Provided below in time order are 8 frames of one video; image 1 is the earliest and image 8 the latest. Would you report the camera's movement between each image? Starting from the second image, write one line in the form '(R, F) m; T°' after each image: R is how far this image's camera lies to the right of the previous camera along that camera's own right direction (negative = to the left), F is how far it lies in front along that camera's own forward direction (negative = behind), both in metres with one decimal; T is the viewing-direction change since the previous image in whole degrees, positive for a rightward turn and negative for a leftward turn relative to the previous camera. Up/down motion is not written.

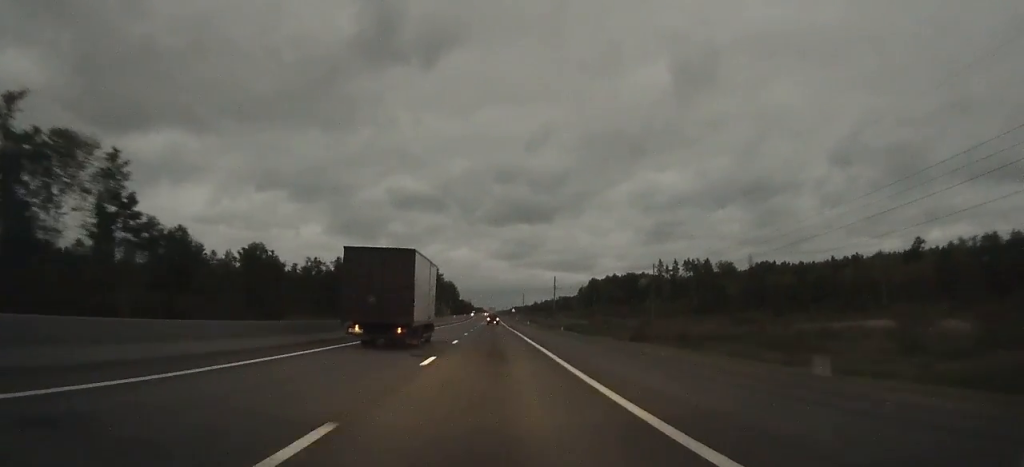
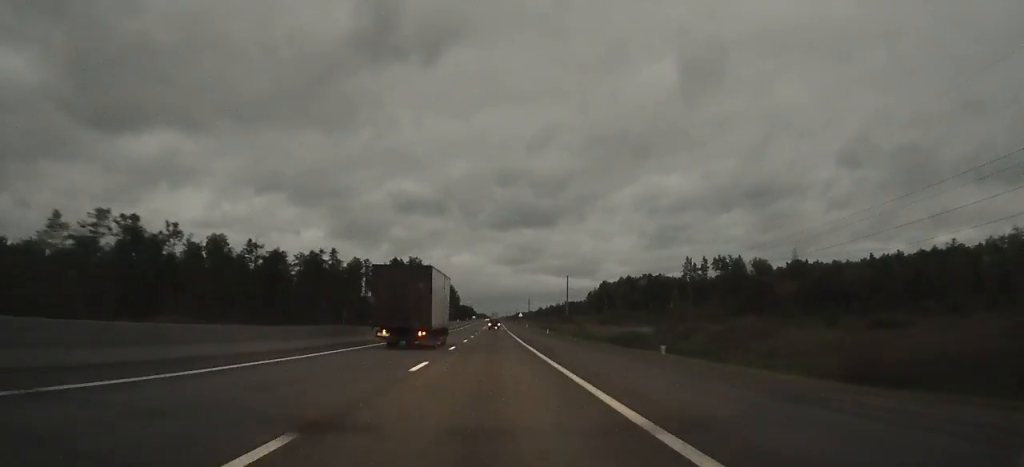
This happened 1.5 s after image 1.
(+0.1, +36.7) m; 0°
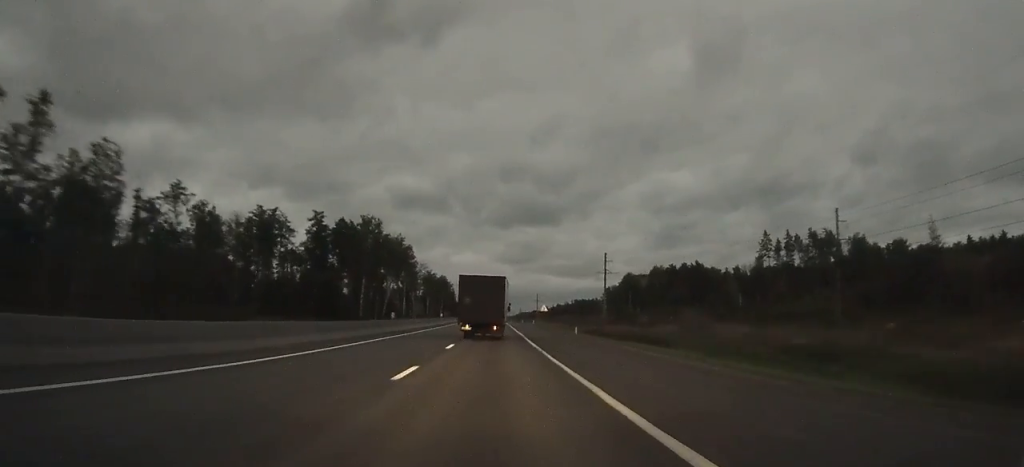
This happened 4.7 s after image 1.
(+0.3, +74.7) m; 0°
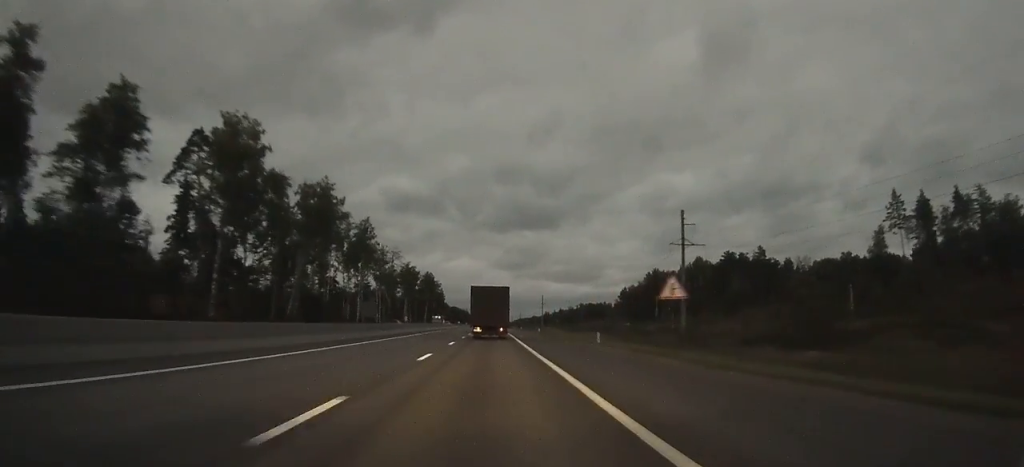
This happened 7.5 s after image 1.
(-0.1, +66.3) m; 0°
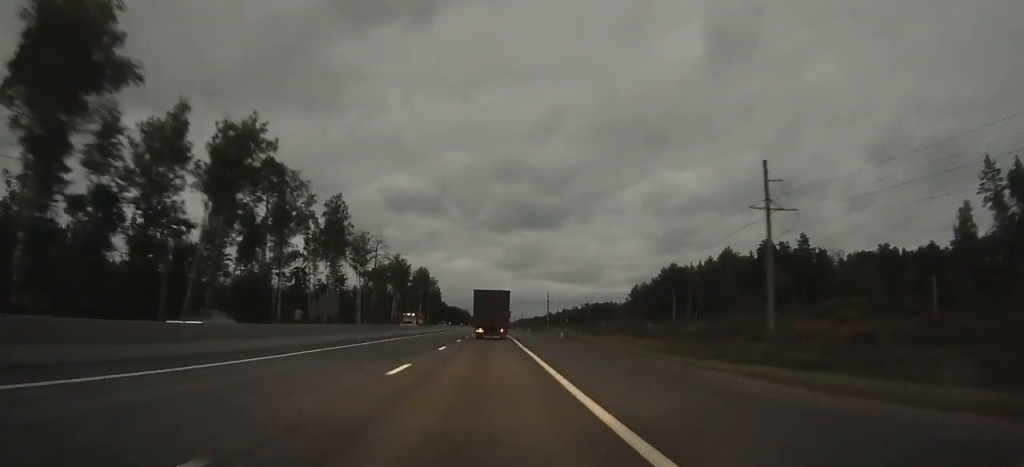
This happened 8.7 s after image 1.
(0.0, +28.3) m; 0°
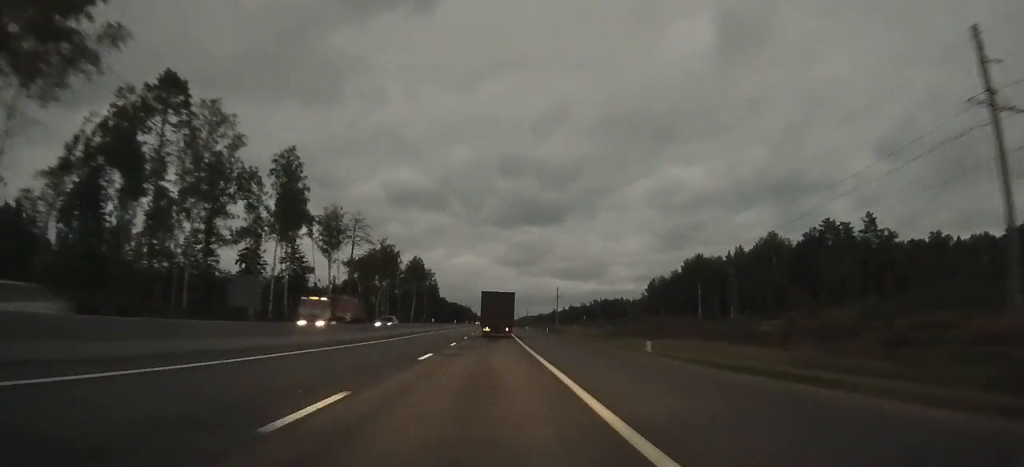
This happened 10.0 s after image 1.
(0.0, +31.4) m; 0°
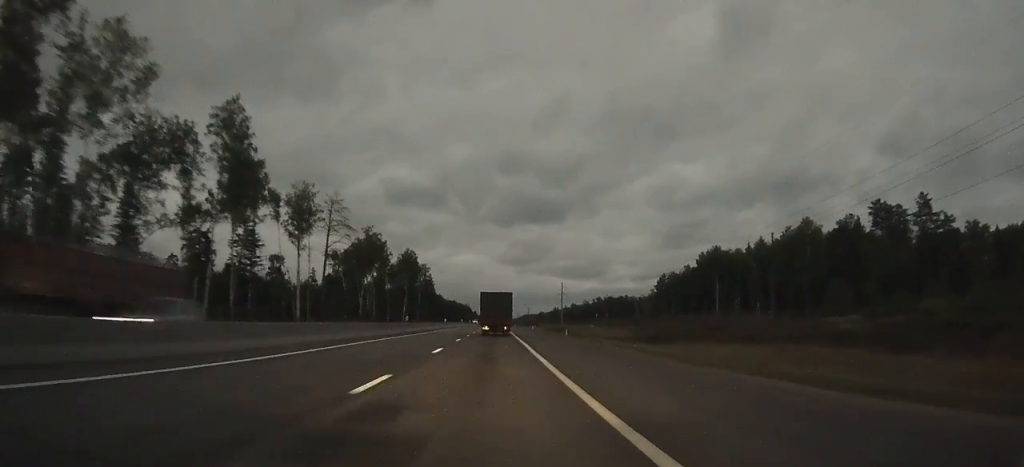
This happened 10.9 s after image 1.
(0.0, +20.4) m; 0°
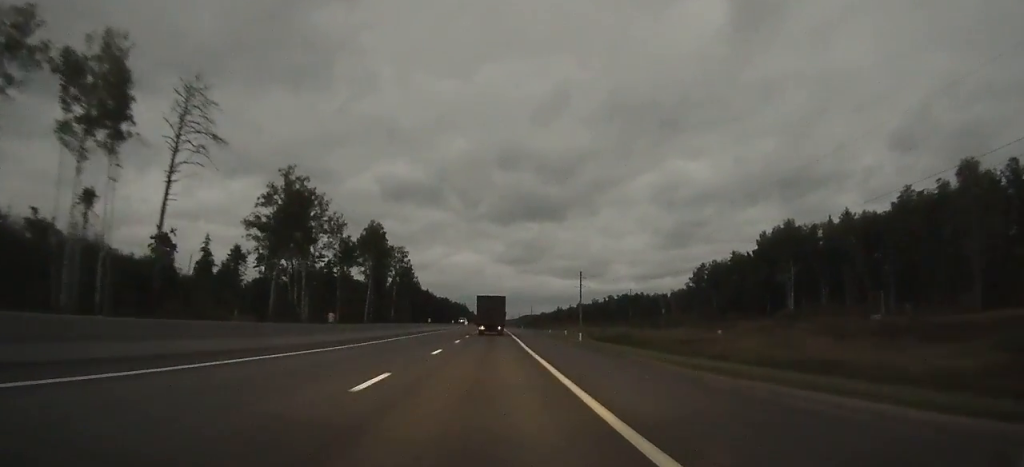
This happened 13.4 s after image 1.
(-0.1, +59.7) m; 0°
